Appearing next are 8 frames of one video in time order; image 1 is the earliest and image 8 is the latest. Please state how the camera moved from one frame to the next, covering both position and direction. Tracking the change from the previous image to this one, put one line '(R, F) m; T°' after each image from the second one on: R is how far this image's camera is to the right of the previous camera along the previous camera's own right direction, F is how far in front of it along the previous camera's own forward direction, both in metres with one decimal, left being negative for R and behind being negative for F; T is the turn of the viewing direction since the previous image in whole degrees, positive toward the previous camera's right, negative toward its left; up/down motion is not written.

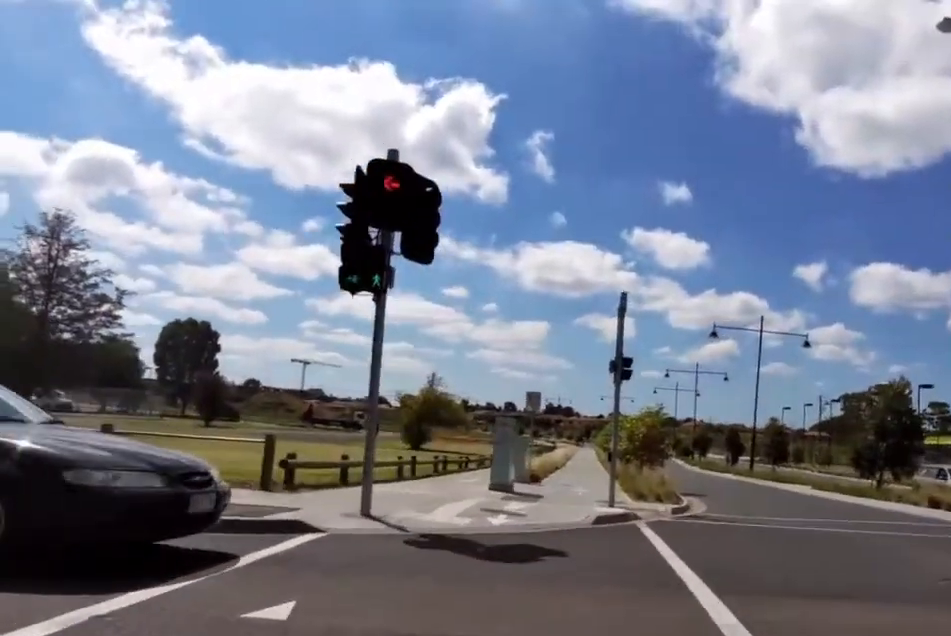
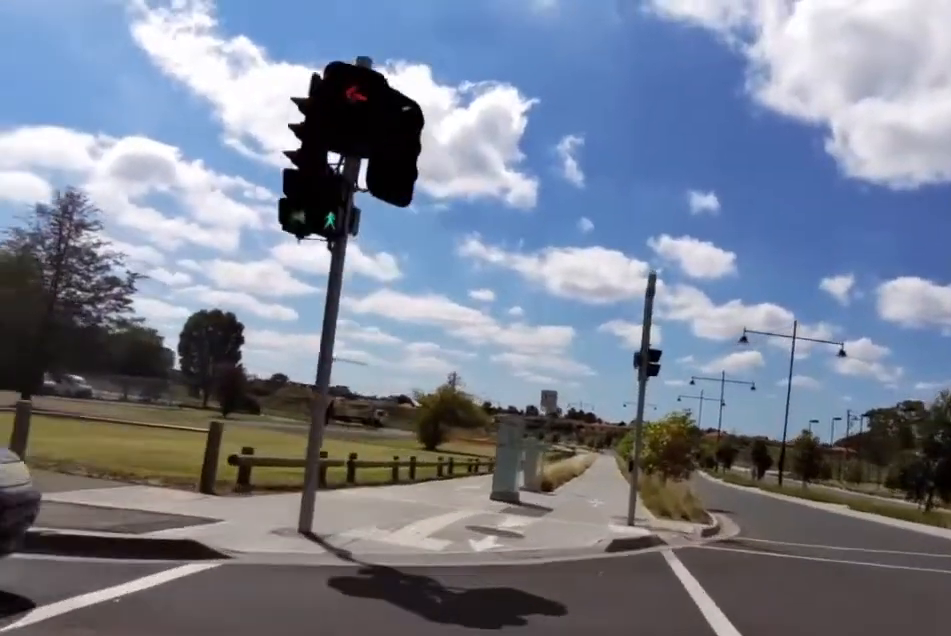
(-0.4, +2.4) m; -8°
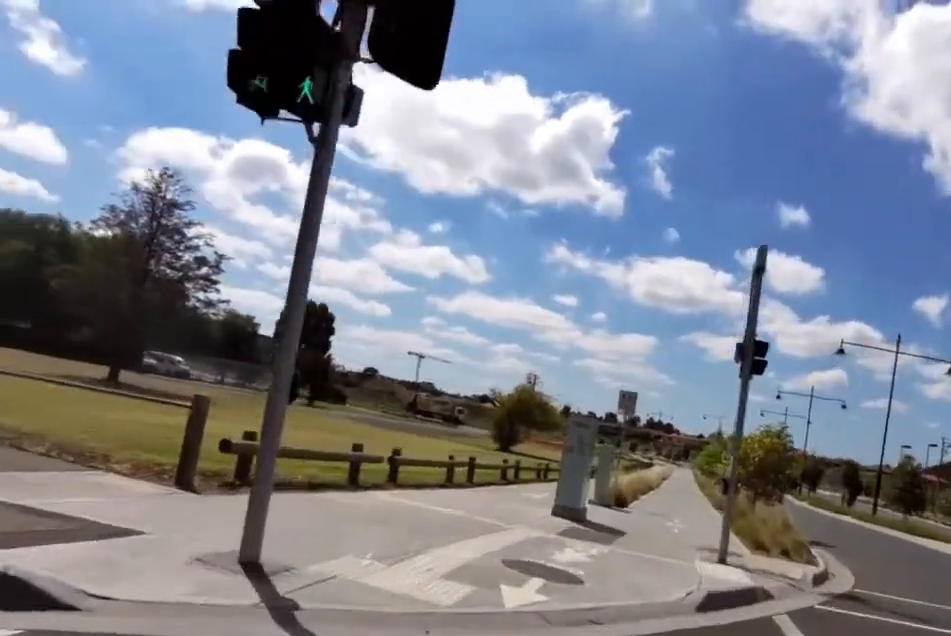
(-0.1, +2.6) m; -6°
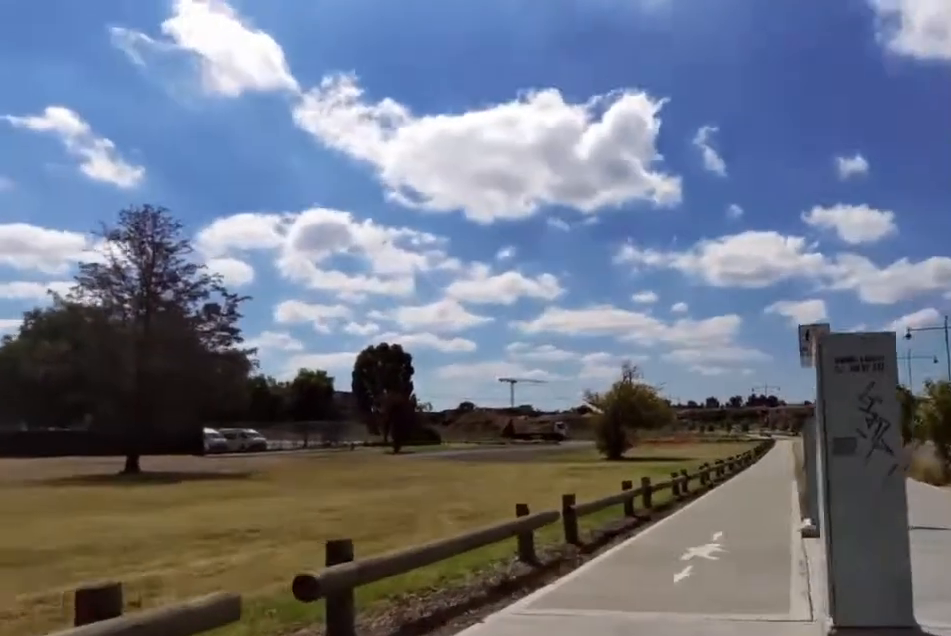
(-0.7, +8.5) m; +10°
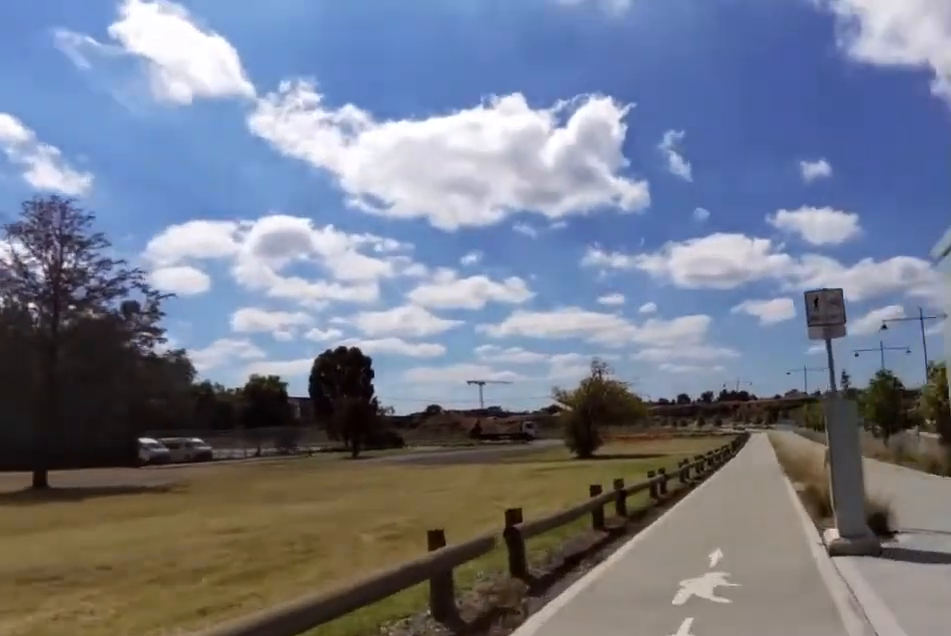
(+0.9, +2.2) m; +5°
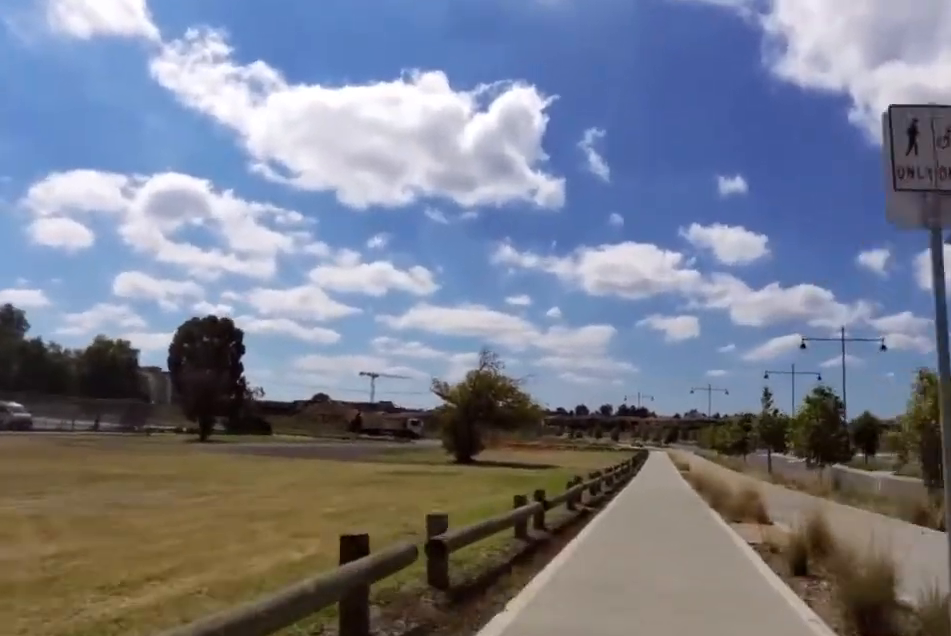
(-0.1, +5.8) m; -4°
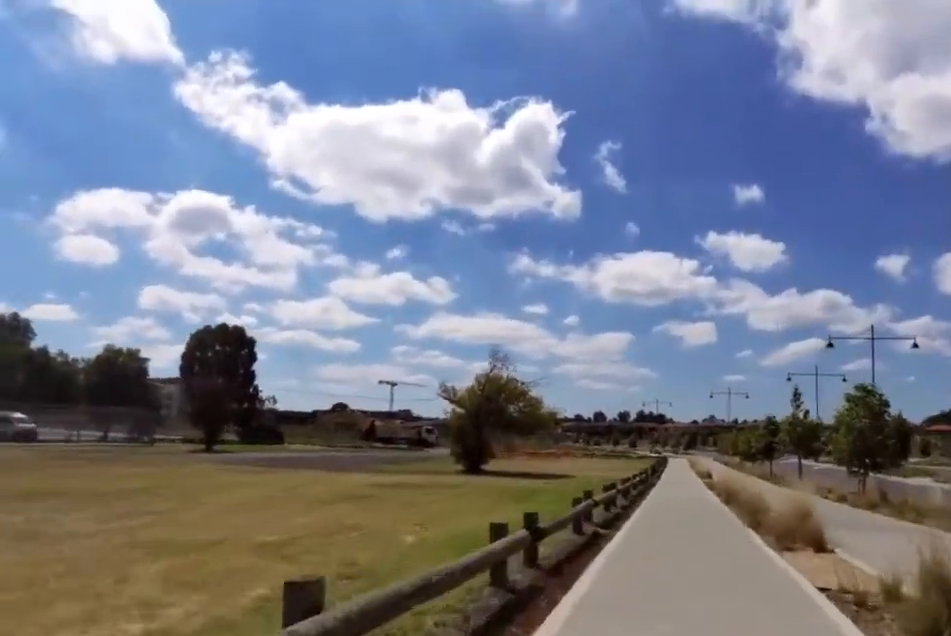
(-0.2, +2.8) m; -4°
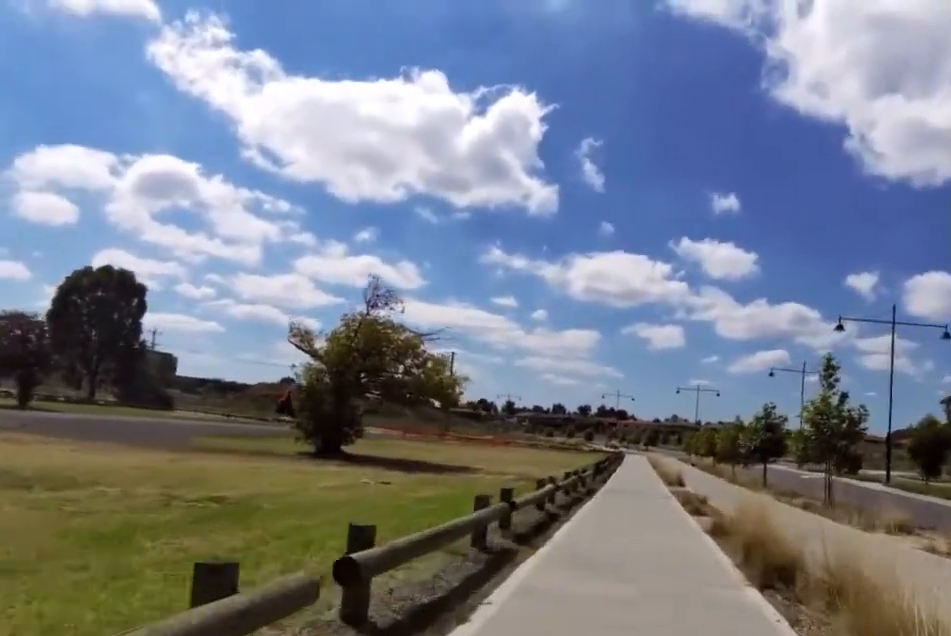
(+0.1, +13.8) m; +11°
